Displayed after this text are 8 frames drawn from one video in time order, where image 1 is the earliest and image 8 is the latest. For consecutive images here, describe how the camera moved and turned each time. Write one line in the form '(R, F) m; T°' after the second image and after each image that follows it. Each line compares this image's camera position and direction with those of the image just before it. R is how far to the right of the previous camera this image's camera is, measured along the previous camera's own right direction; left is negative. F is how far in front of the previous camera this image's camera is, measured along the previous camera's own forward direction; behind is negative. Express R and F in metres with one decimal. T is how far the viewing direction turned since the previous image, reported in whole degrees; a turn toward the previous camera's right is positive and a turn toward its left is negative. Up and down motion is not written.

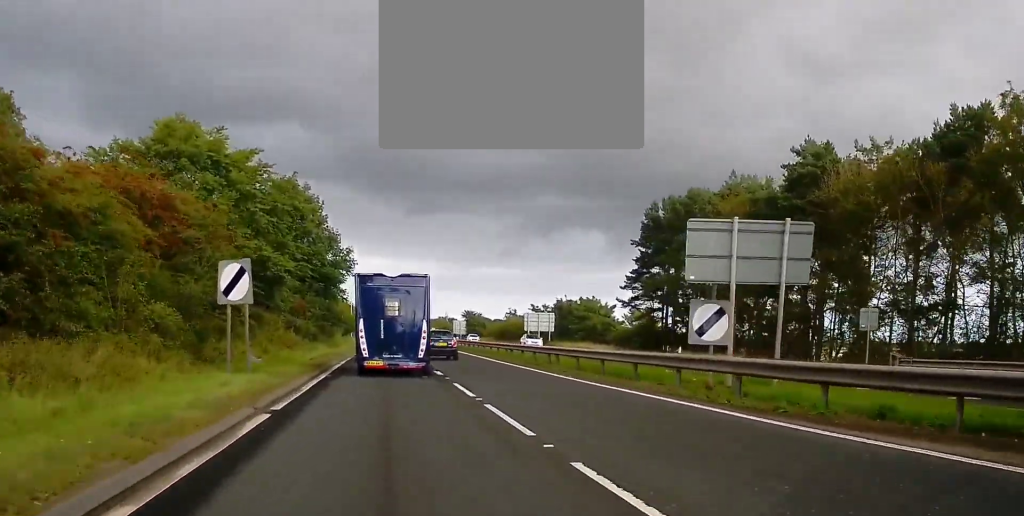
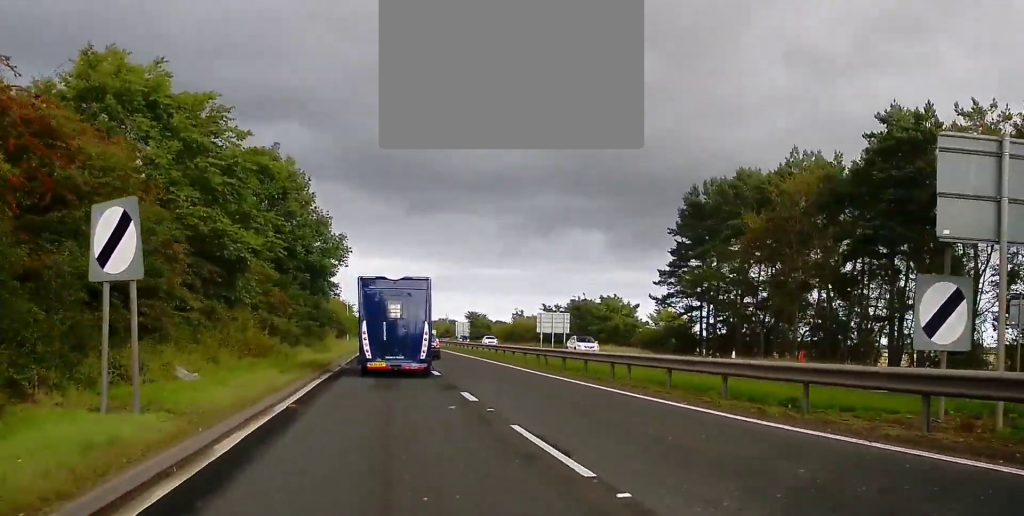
(+0.1, +8.7) m; +1°
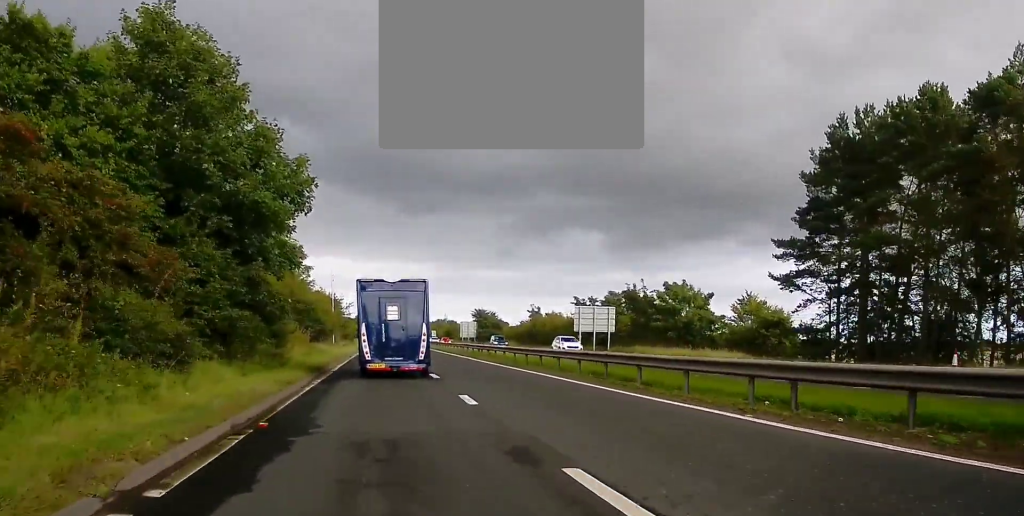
(+0.1, +20.3) m; 0°
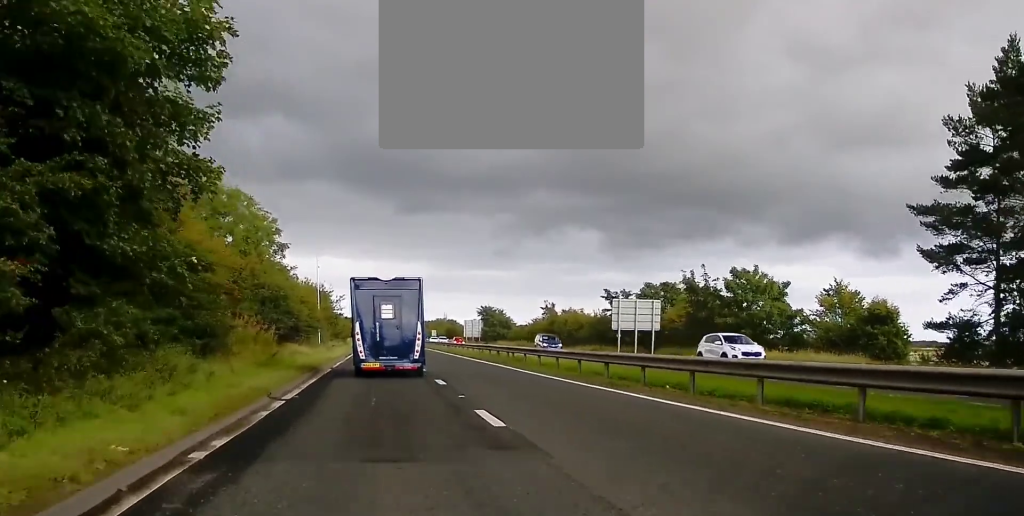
(-0.3, +13.0) m; 0°
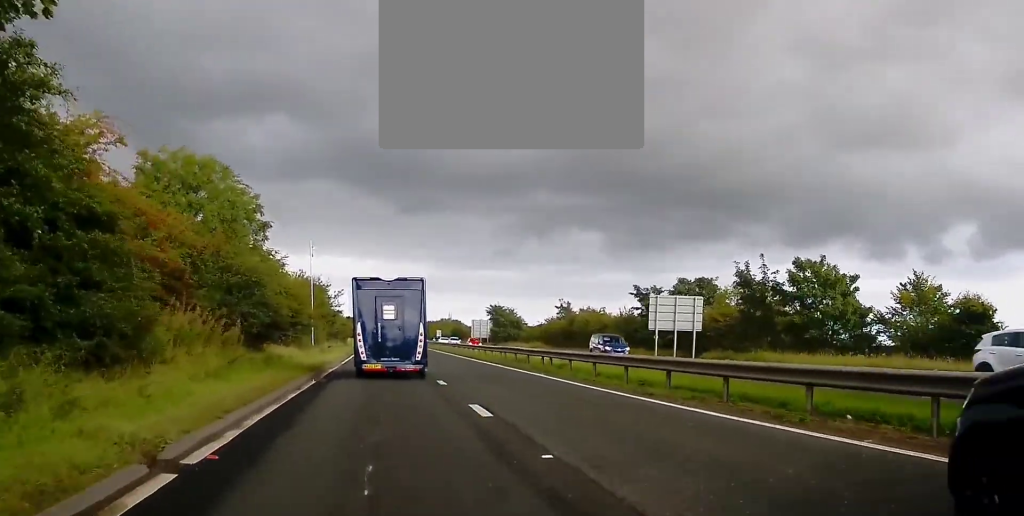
(+0.2, +8.0) m; 0°
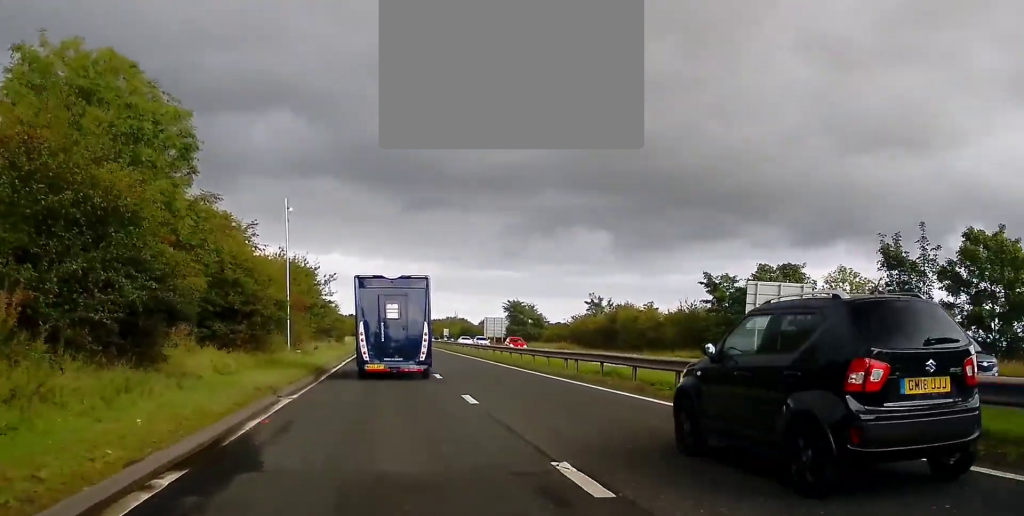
(+0.1, +14.4) m; 0°
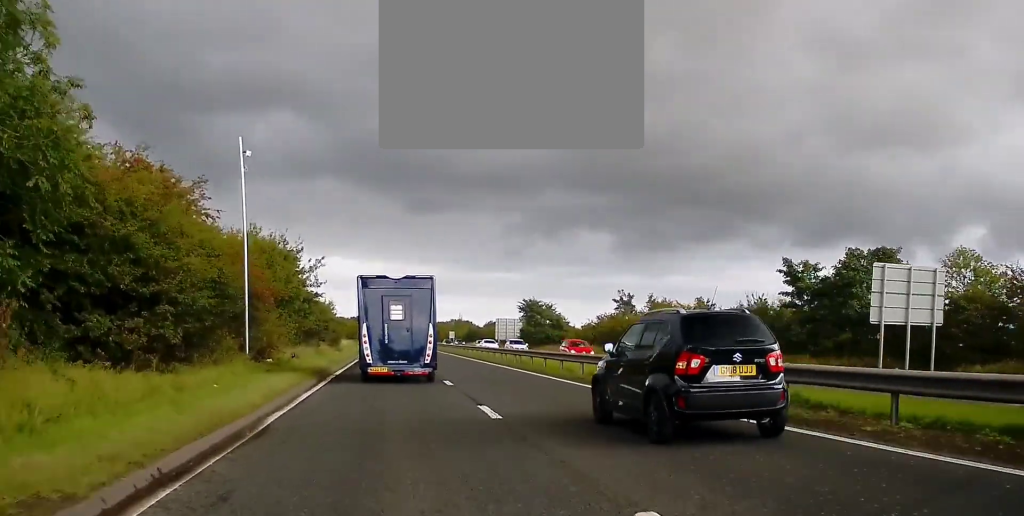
(-0.1, +11.0) m; 0°
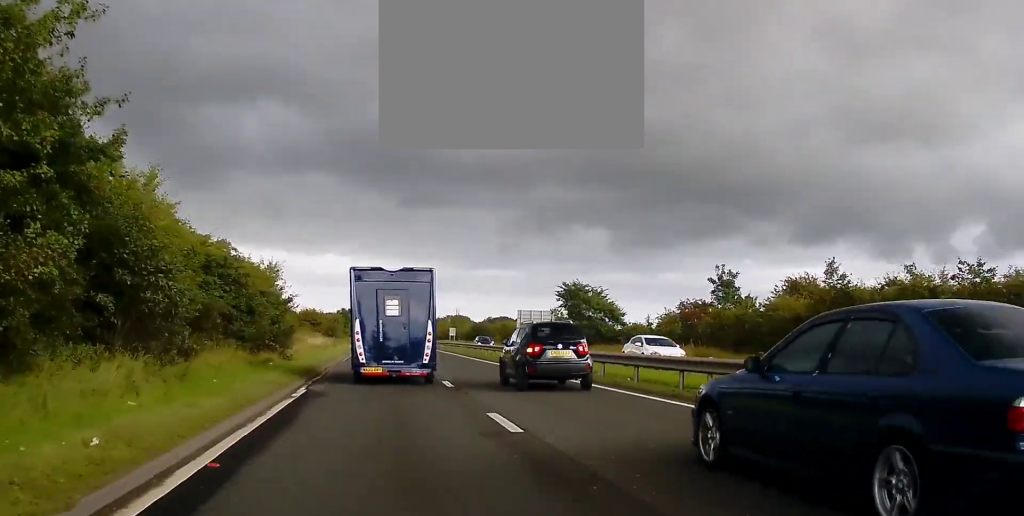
(+1.6, +29.0) m; +6°
